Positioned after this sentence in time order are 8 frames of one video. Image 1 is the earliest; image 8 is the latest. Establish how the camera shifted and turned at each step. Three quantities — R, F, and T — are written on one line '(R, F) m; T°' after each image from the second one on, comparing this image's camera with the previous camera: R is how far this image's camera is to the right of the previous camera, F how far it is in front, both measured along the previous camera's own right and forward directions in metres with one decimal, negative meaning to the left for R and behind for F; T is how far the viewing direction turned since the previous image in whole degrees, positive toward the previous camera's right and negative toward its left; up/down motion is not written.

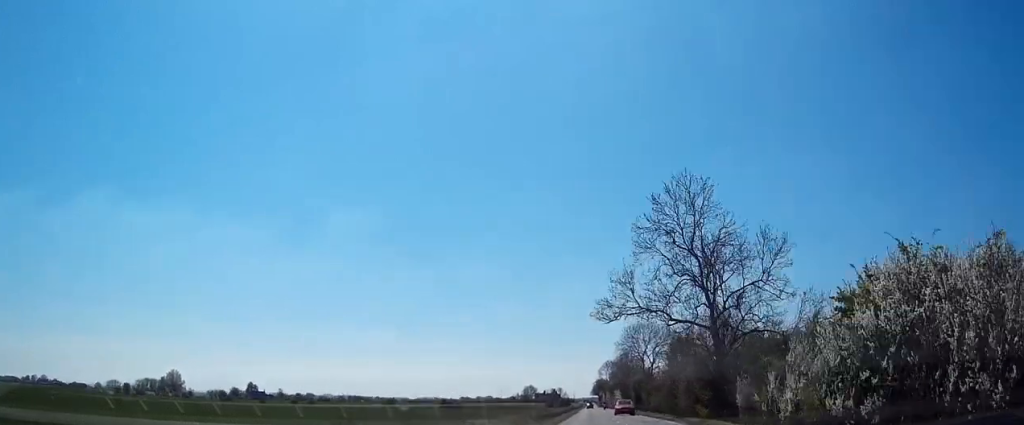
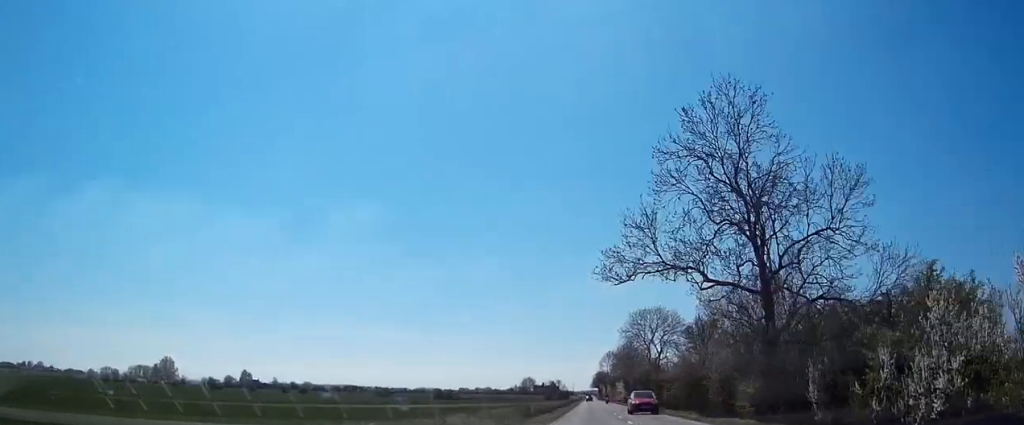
(-0.1, +11.3) m; 0°
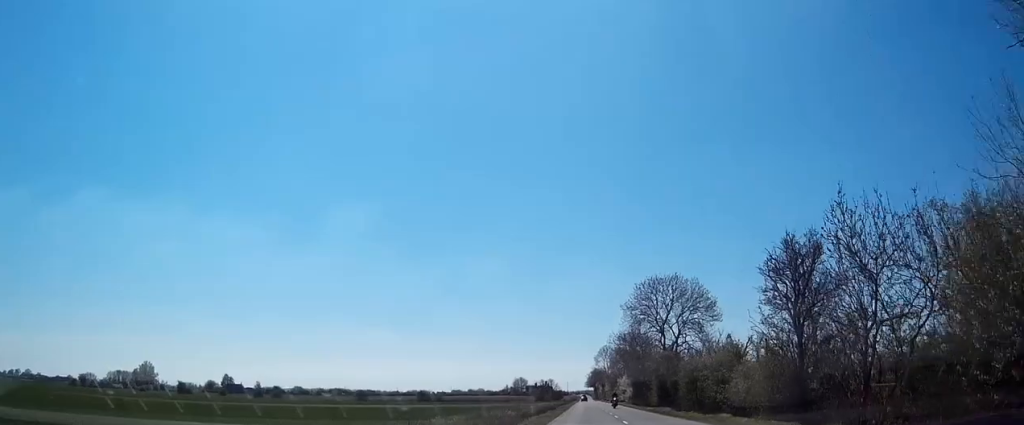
(+0.1, +25.6) m; 0°
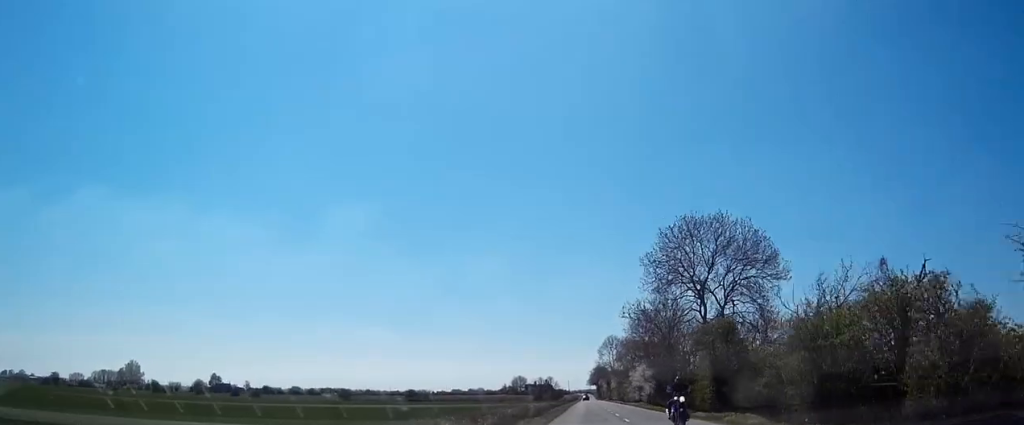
(-0.1, +24.6) m; 0°
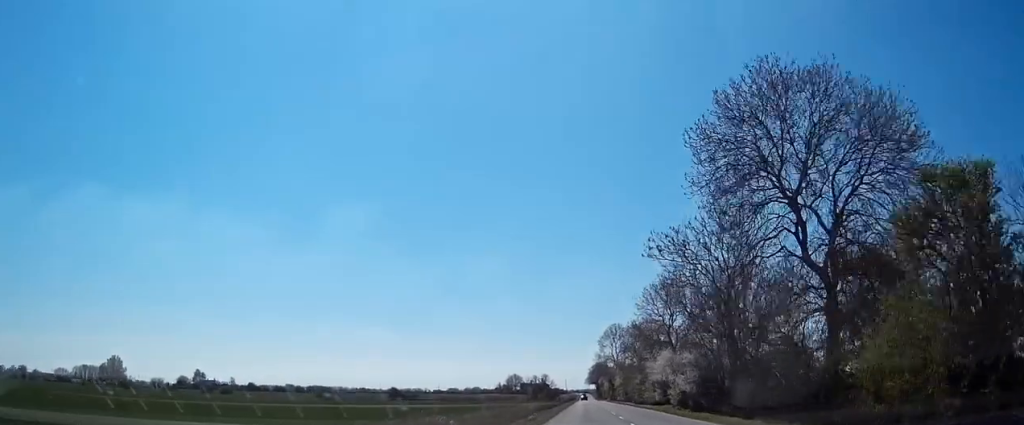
(+0.1, +23.5) m; +1°
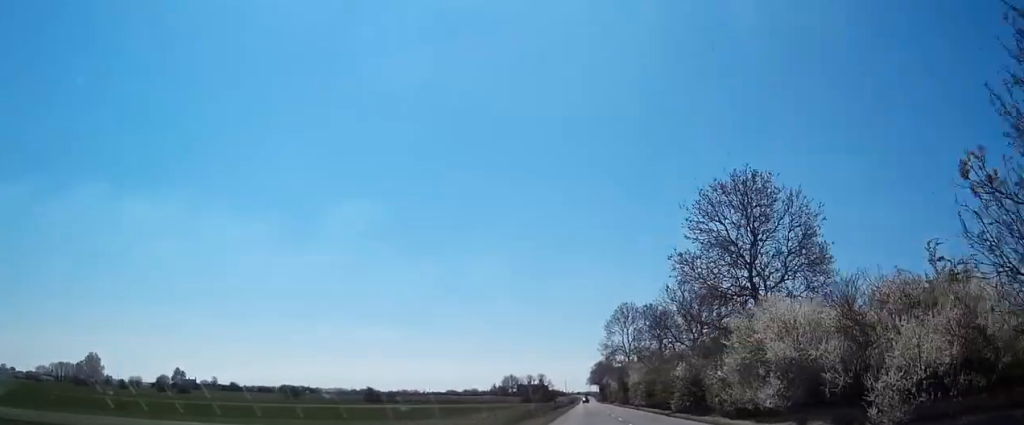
(+0.7, +31.2) m; 0°
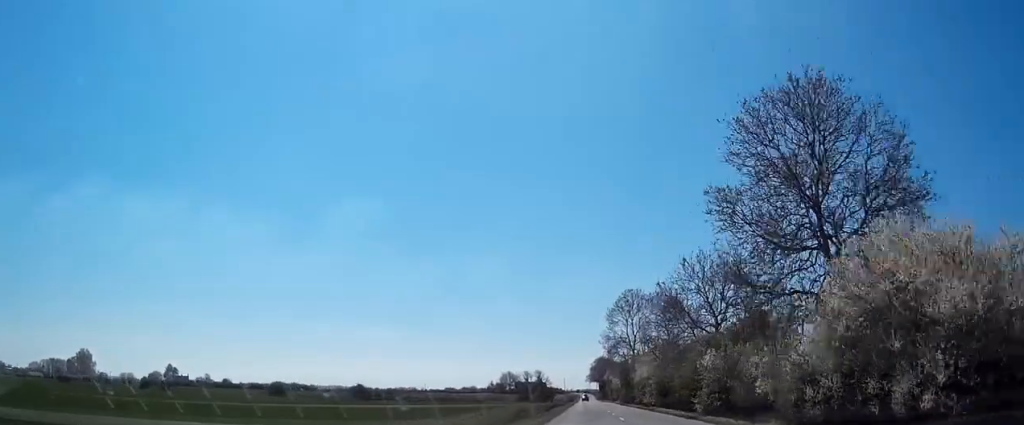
(-0.3, +10.1) m; -1°
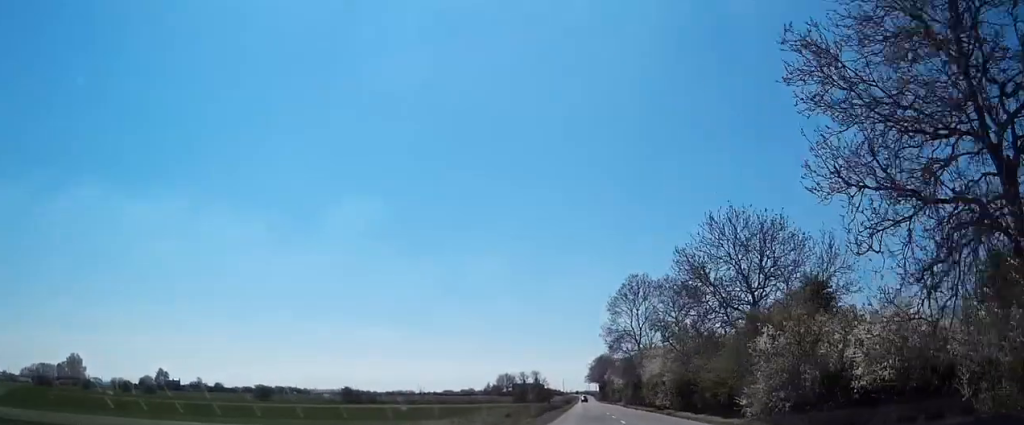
(-0.2, +11.1) m; -1°
